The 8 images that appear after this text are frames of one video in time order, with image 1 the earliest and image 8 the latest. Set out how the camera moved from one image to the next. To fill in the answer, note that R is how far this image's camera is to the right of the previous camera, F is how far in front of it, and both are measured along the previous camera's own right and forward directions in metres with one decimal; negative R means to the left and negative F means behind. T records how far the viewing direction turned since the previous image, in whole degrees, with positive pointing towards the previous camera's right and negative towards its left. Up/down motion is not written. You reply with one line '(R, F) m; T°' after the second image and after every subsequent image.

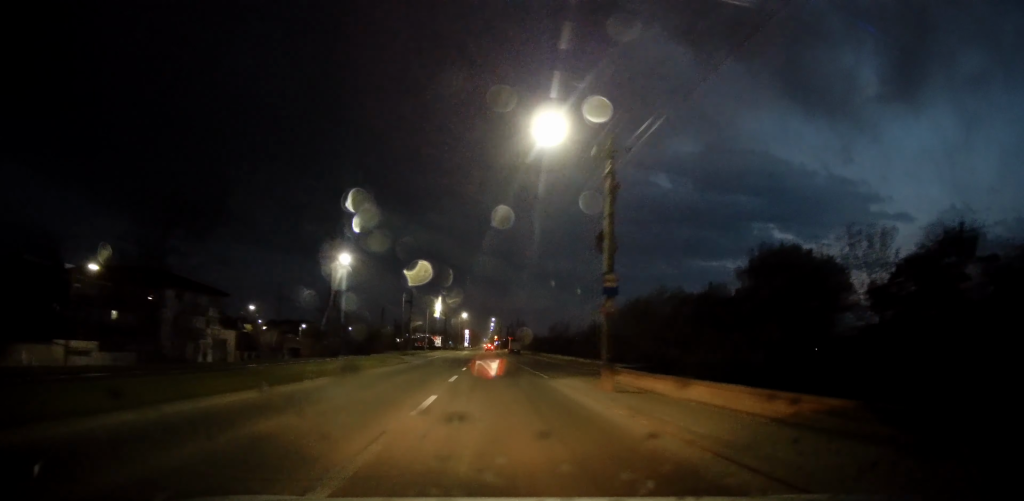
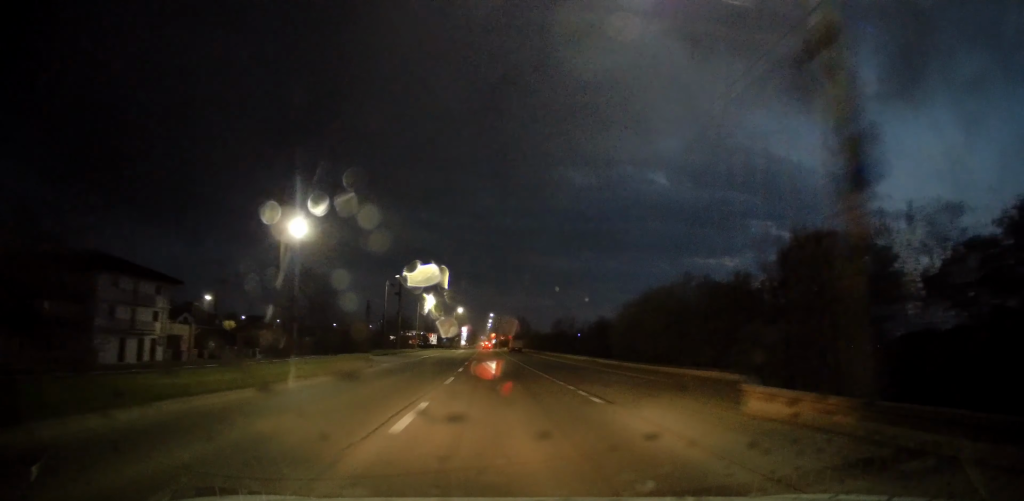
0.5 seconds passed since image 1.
(+0.1, +11.2) m; 0°
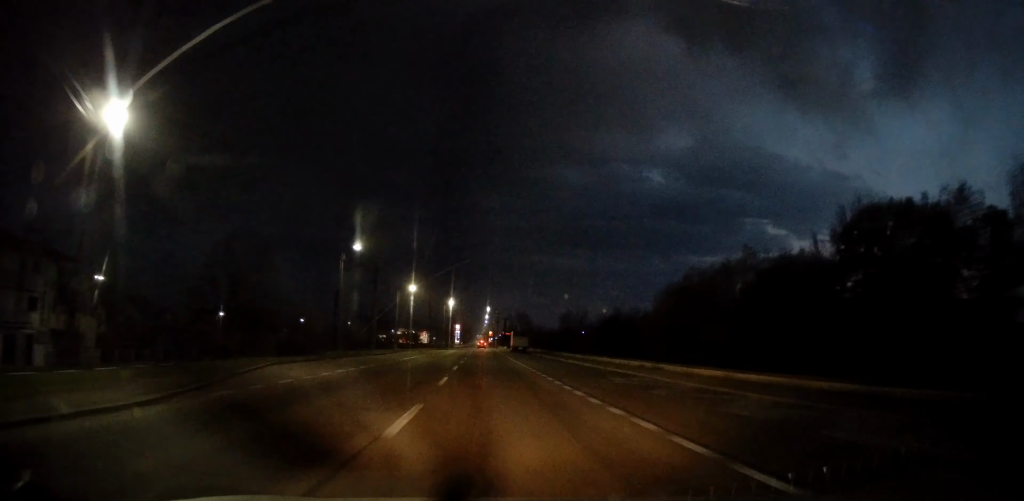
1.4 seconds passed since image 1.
(-0.2, +18.2) m; 0°
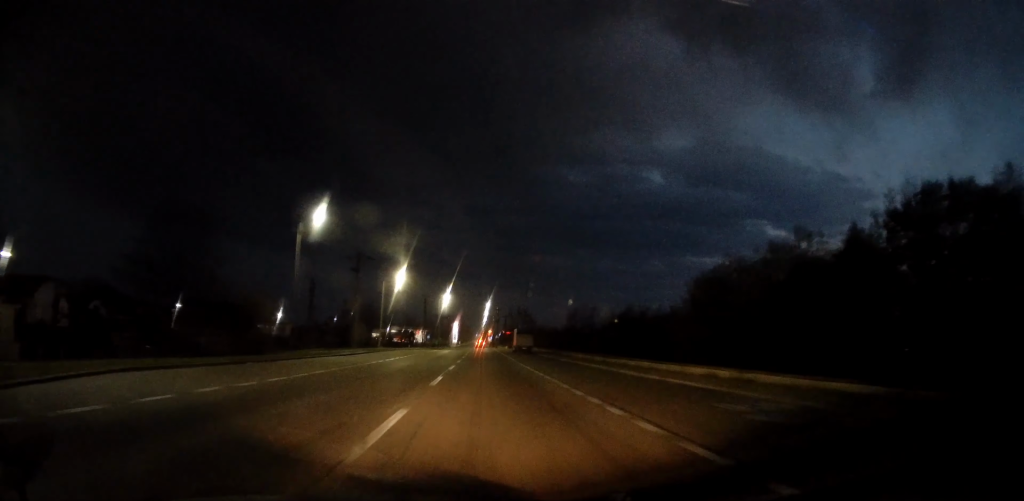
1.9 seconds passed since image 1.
(+0.1, +10.4) m; 0°
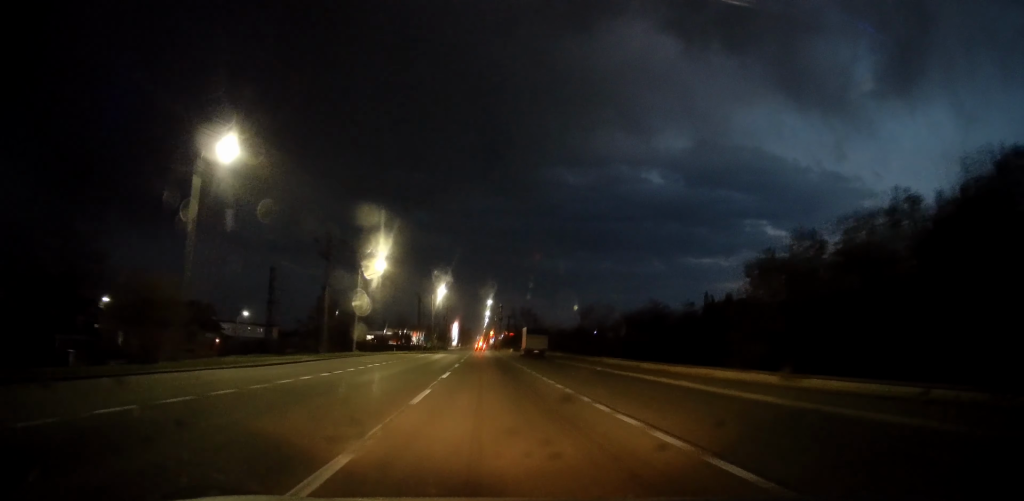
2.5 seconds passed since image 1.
(+0.1, +13.1) m; 0°
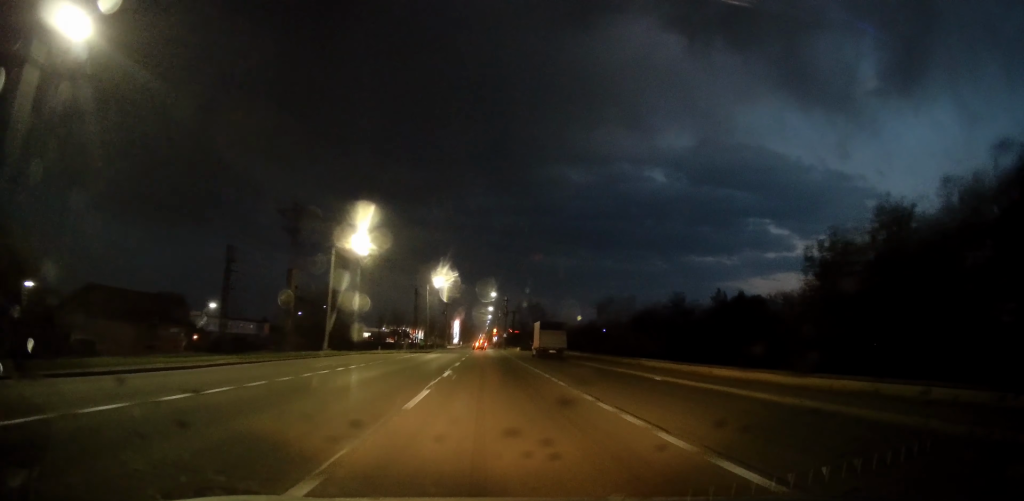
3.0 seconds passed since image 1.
(-0.2, +10.2) m; 0°
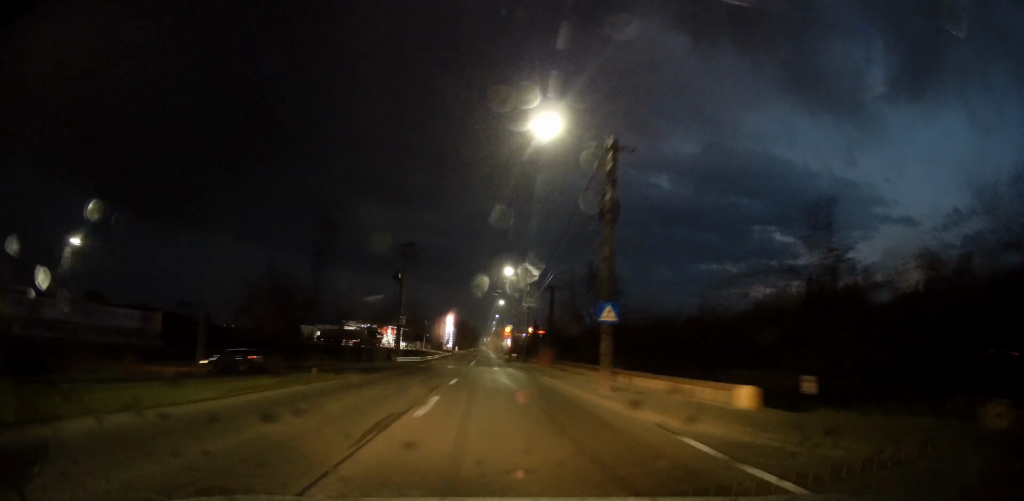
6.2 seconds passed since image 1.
(+0.6, +64.2) m; 0°
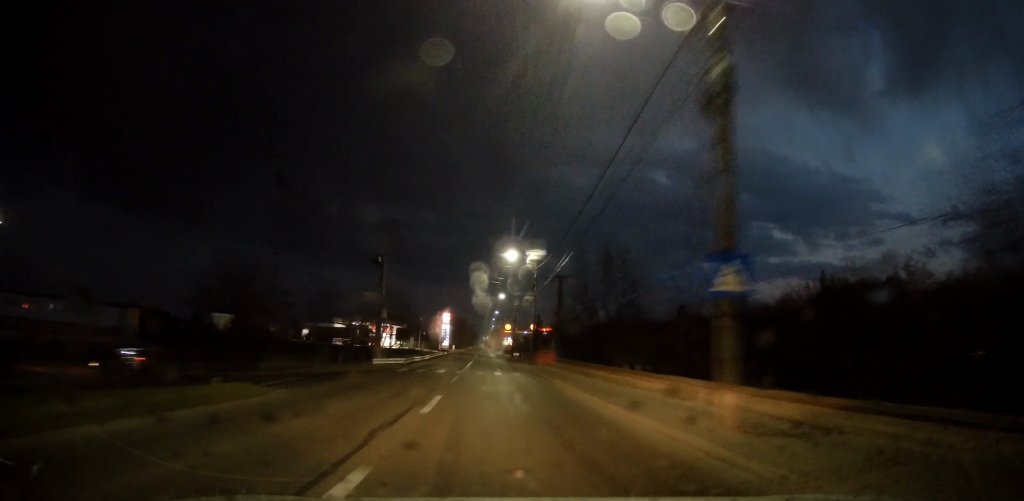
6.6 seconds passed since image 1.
(0.0, +8.0) m; 0°
